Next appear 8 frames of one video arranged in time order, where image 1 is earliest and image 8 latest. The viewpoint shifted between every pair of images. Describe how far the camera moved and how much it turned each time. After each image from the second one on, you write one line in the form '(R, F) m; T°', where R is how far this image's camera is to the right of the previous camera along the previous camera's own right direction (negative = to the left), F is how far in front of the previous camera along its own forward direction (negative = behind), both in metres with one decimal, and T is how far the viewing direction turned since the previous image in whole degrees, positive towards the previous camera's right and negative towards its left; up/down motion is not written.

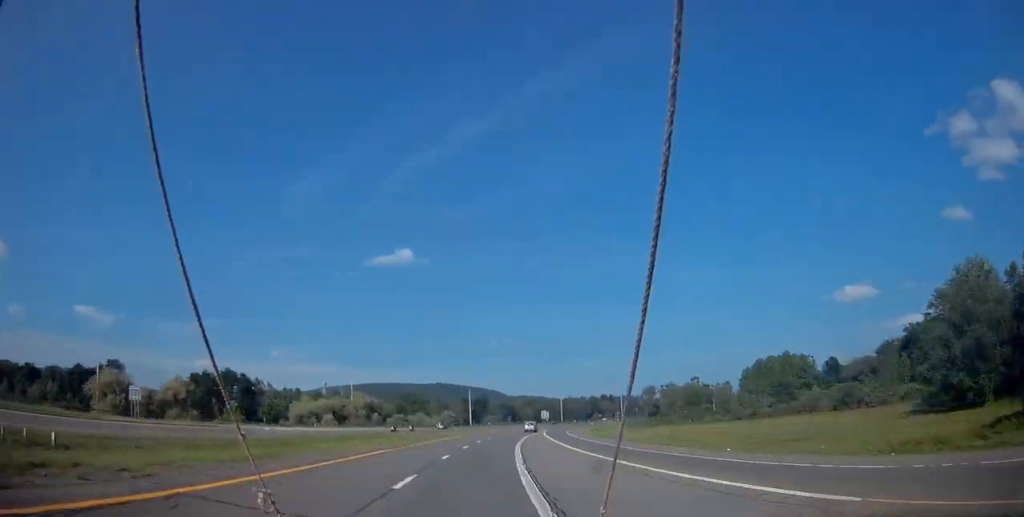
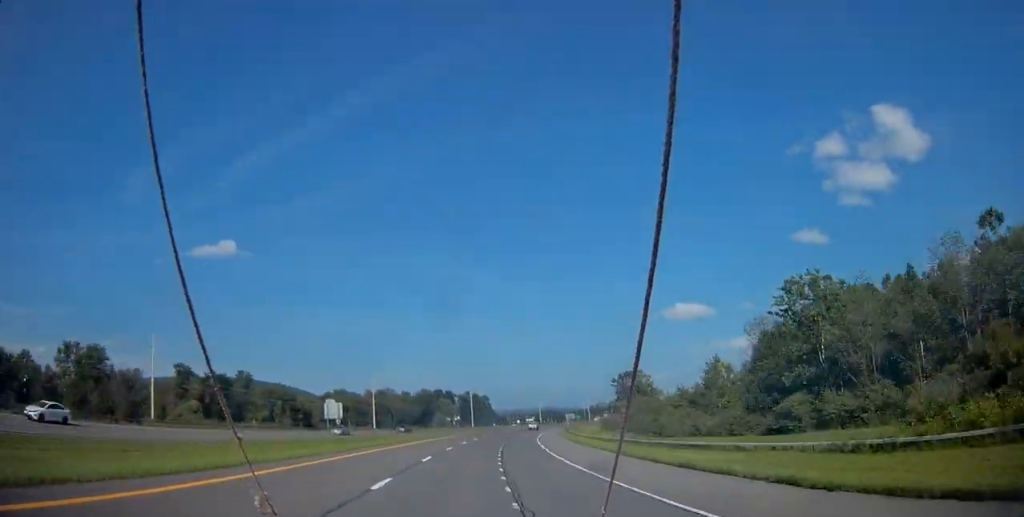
(+26.9, +168.8) m; +17°
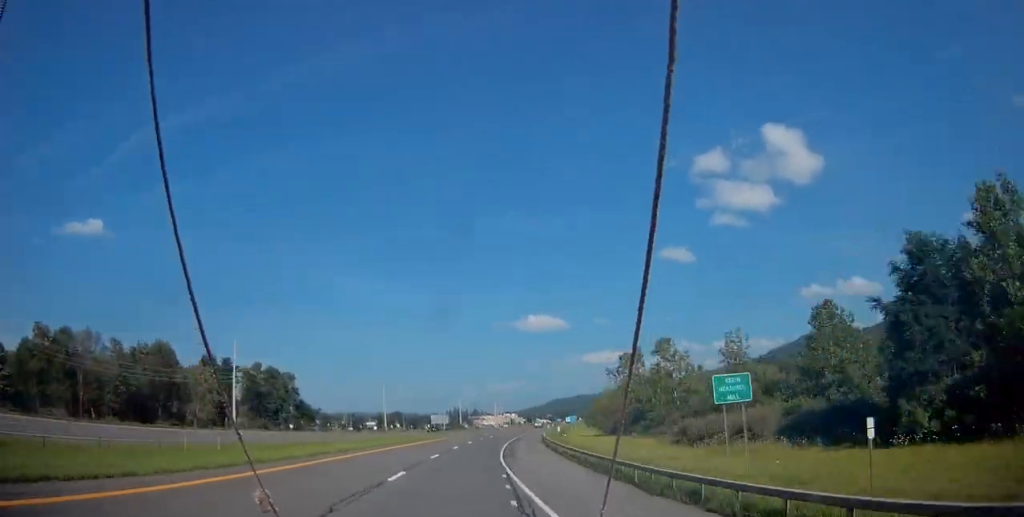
(+19.9, +154.3) m; +14°
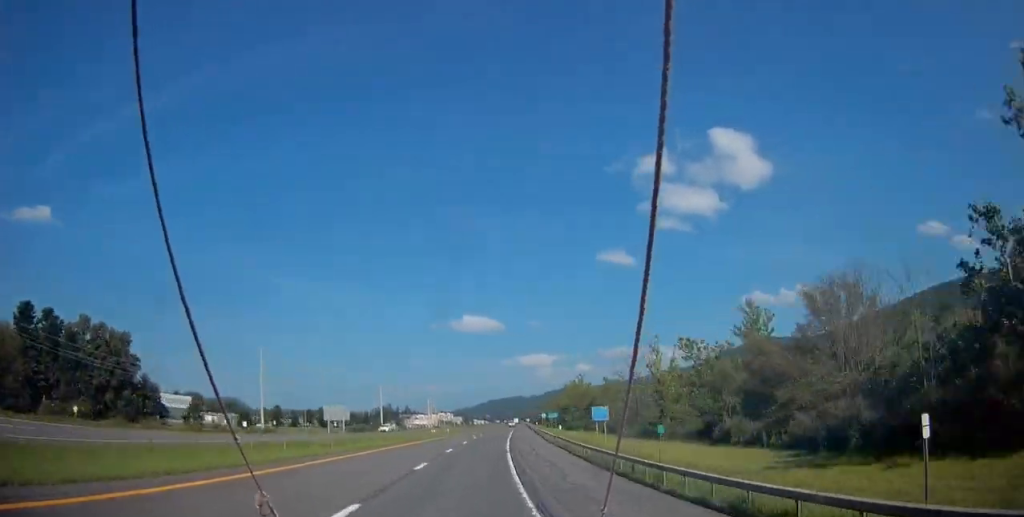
(+3.3, +70.2) m; +5°
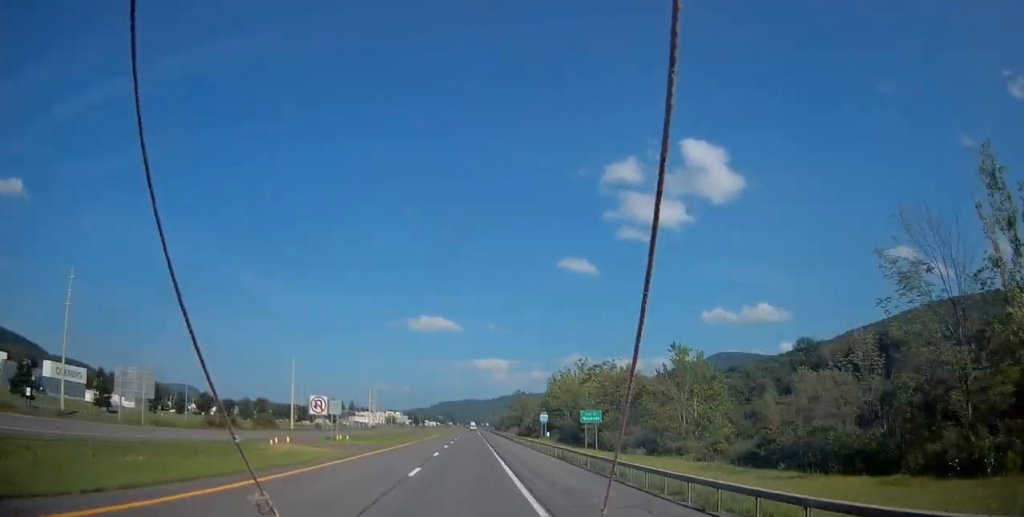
(+3.7, +62.5) m; +3°
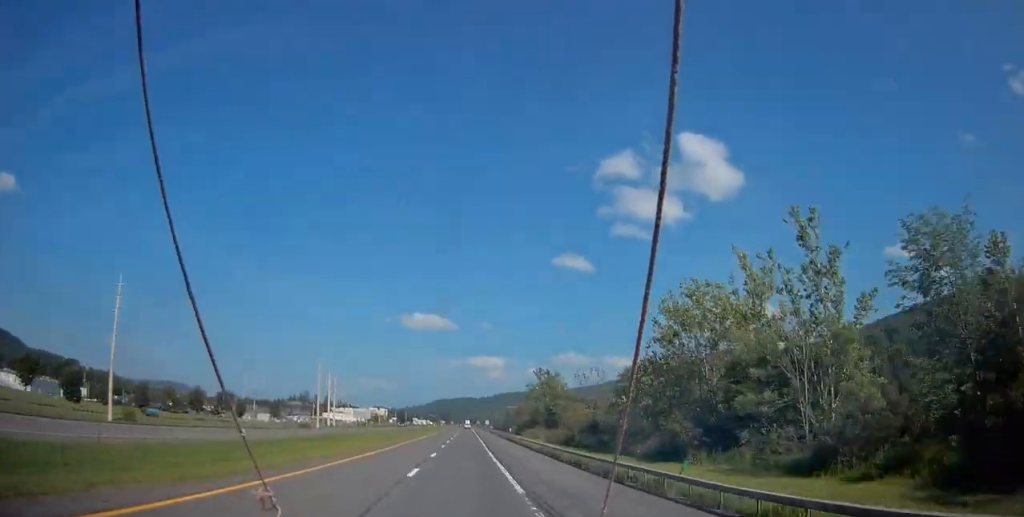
(+2.3, +86.2) m; +2°
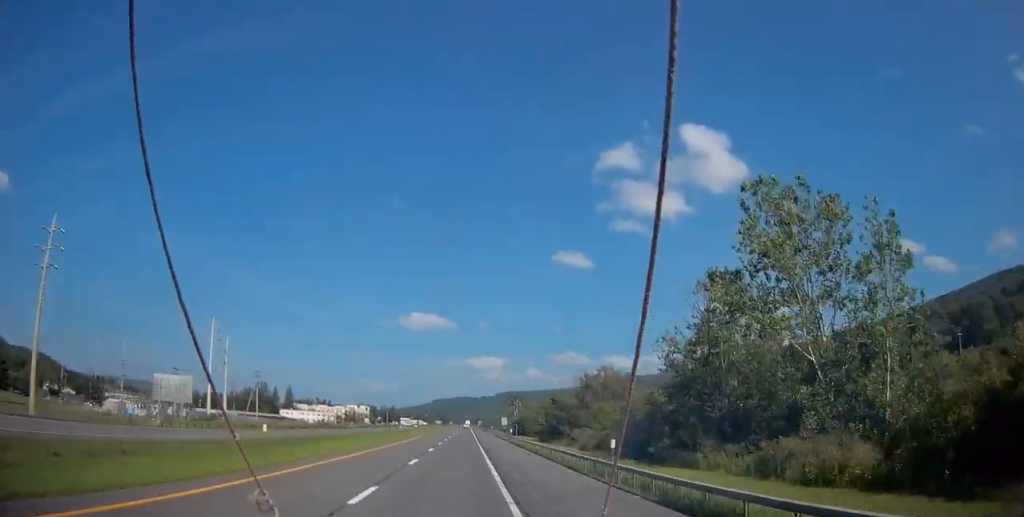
(+0.7, +117.5) m; 0°
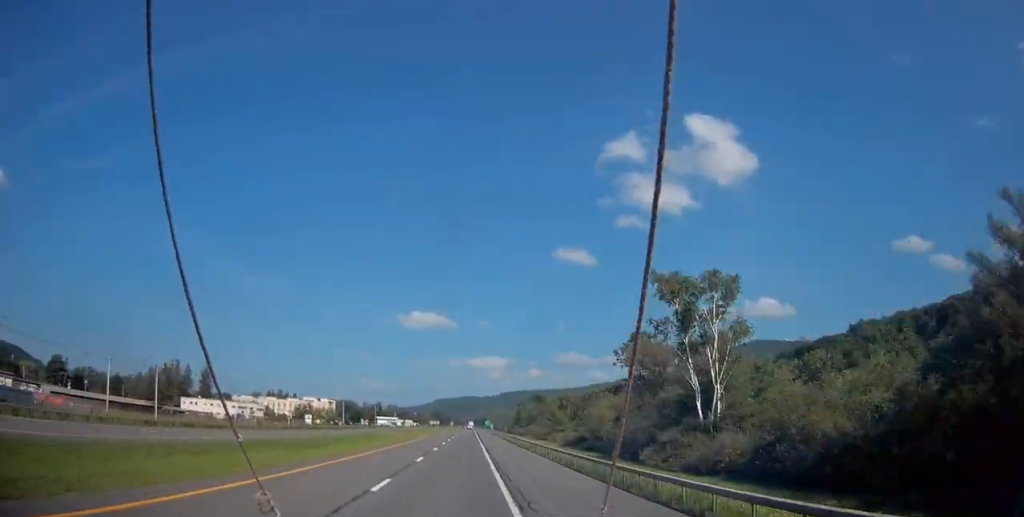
(-0.1, +144.9) m; 0°
